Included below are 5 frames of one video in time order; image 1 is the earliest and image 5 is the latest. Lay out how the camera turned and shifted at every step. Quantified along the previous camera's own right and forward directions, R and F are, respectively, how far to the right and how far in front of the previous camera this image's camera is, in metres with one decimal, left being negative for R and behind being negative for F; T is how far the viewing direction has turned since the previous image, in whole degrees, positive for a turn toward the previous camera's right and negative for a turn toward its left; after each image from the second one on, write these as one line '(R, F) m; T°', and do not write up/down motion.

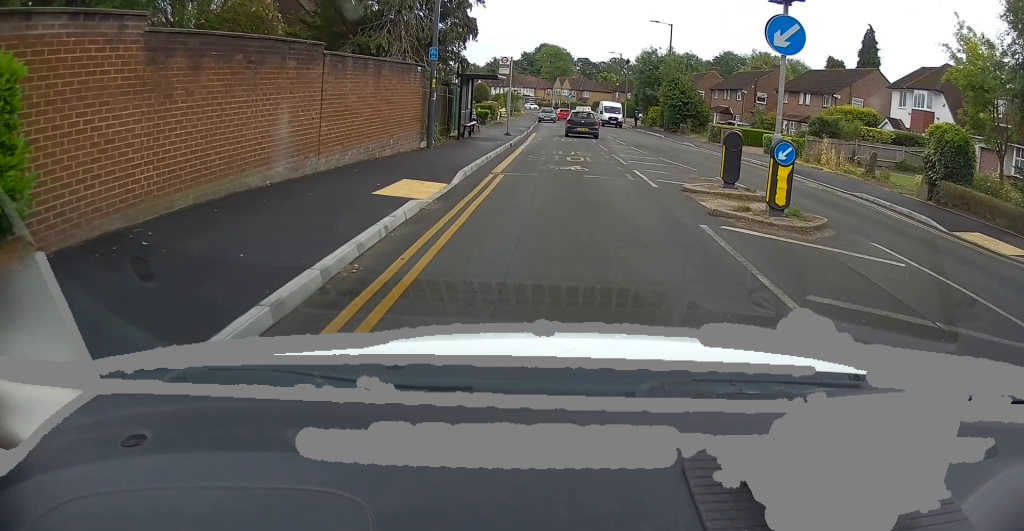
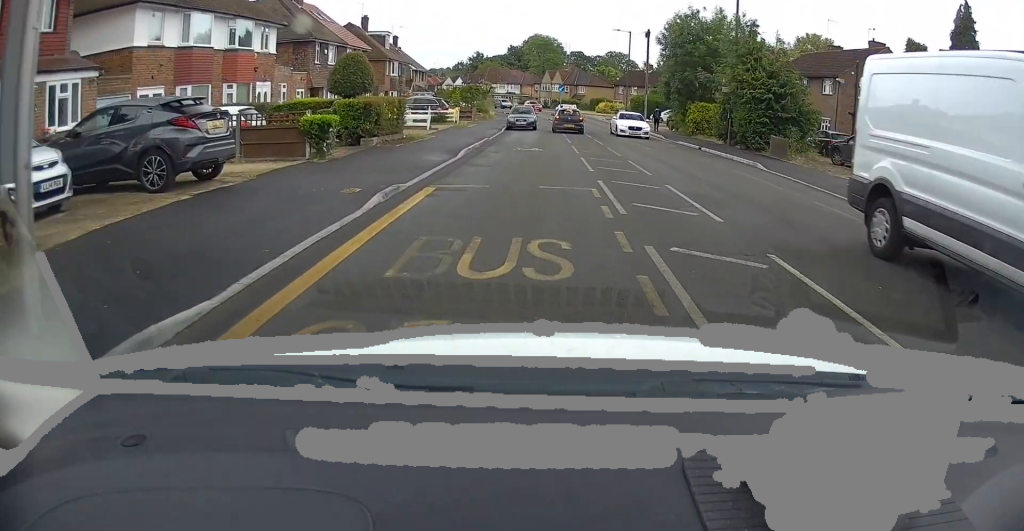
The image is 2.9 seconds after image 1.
(+0.7, +26.3) m; +3°
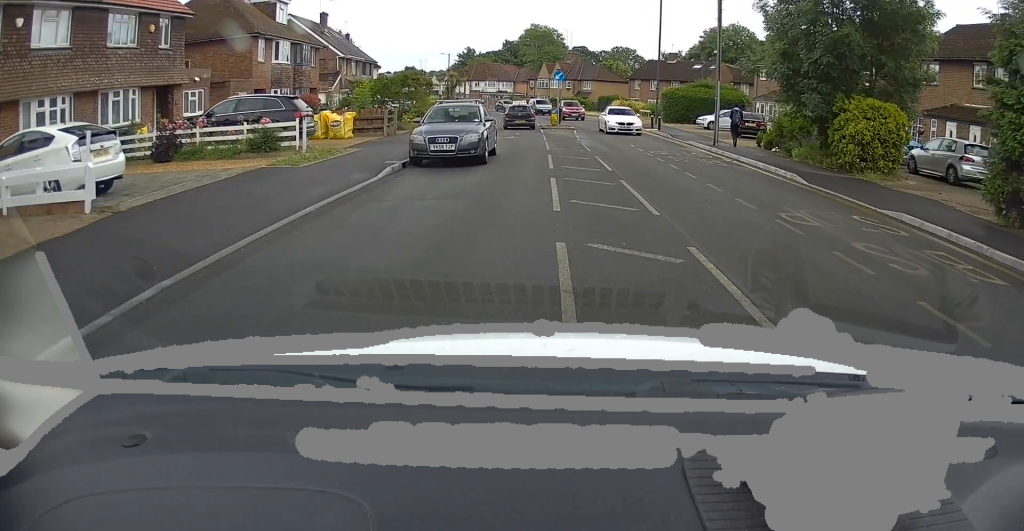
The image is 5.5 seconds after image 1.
(-0.8, +23.7) m; -2°
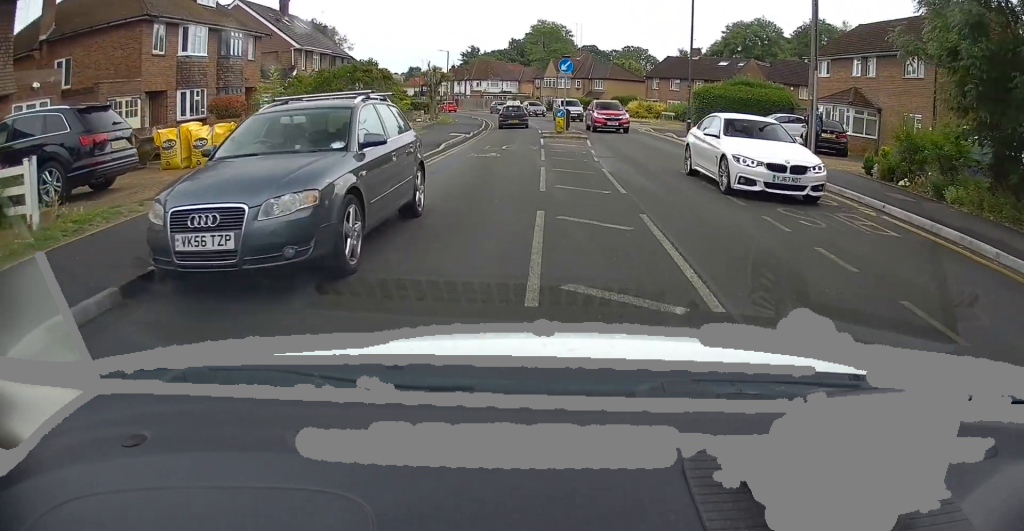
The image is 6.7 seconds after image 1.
(-0.1, +10.1) m; 0°
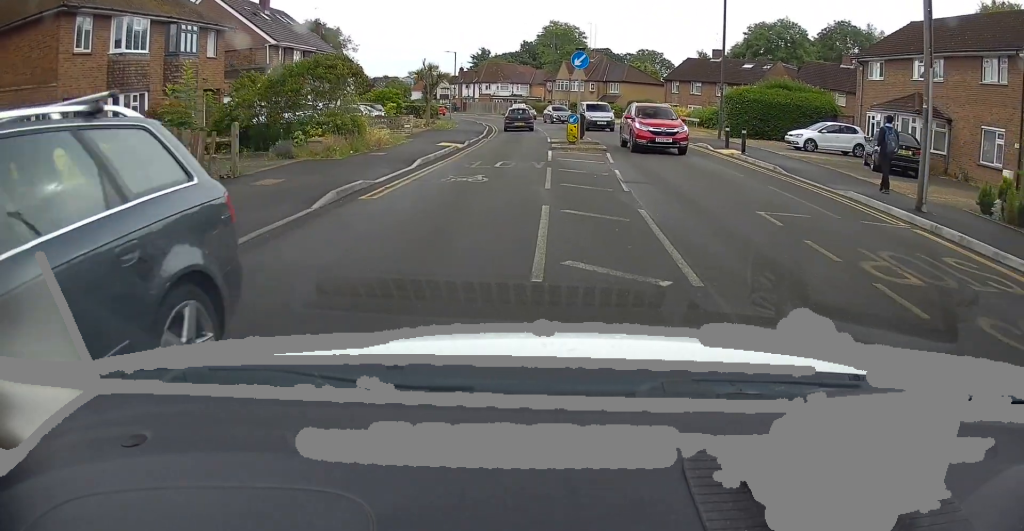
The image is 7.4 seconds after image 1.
(+0.1, +5.2) m; -2°
